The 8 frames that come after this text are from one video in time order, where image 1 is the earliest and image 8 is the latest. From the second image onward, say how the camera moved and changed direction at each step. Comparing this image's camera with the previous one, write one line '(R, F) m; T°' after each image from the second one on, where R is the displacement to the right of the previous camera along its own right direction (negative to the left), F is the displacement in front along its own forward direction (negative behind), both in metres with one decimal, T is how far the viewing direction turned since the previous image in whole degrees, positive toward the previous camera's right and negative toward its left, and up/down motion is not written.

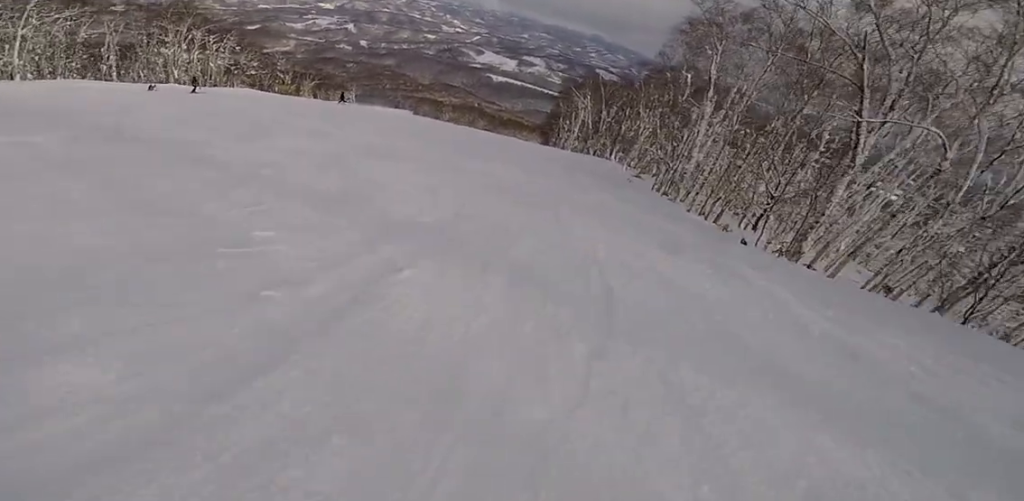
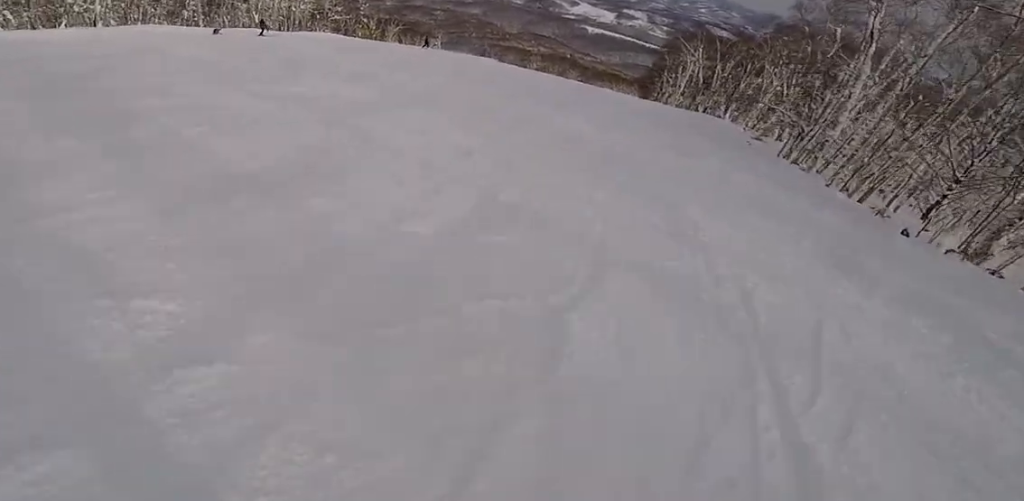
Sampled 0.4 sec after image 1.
(-0.9, +3.4) m; -7°
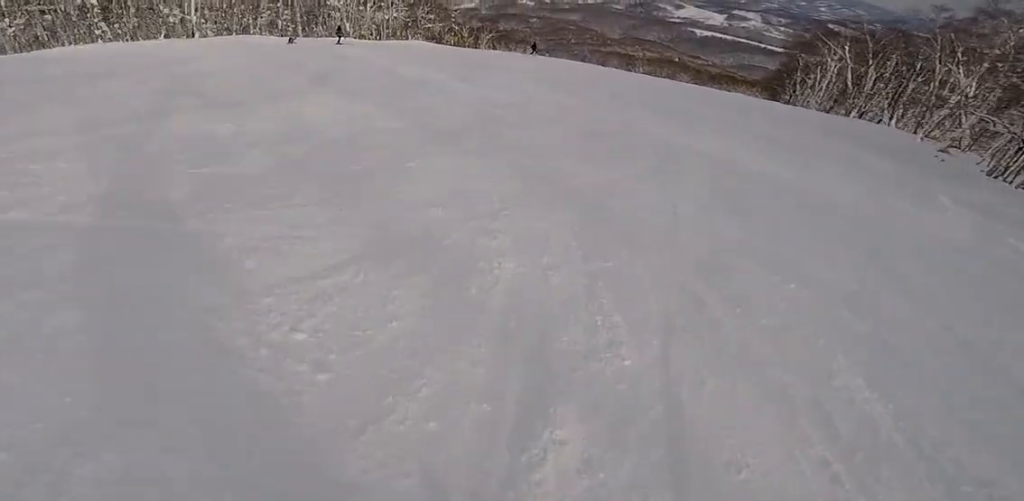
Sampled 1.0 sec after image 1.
(-0.7, +5.0) m; -6°
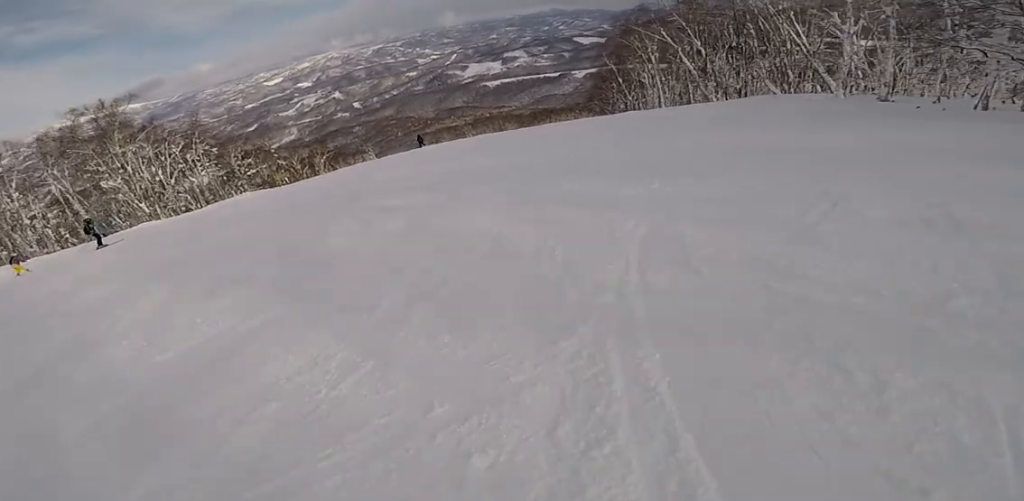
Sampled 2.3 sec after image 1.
(+1.0, +10.7) m; +17°
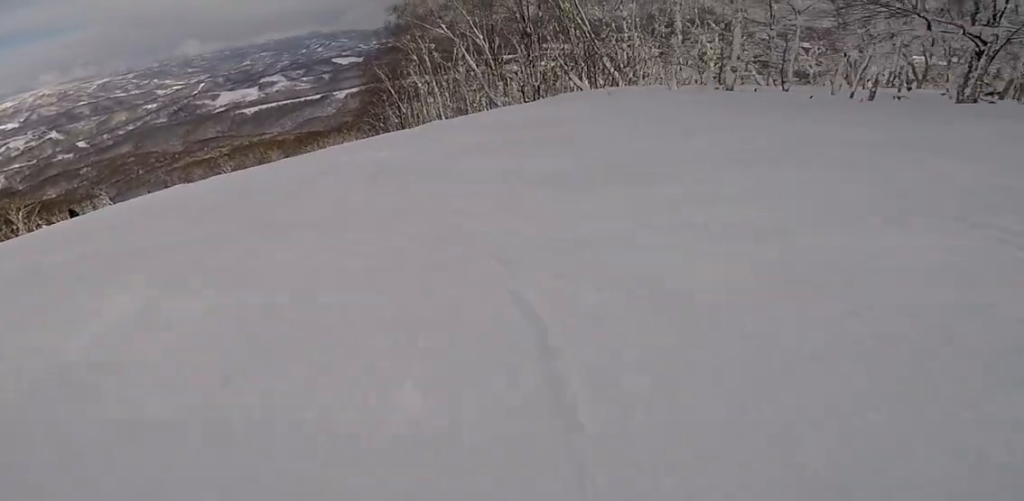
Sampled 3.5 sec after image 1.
(+2.1, +9.3) m; +13°
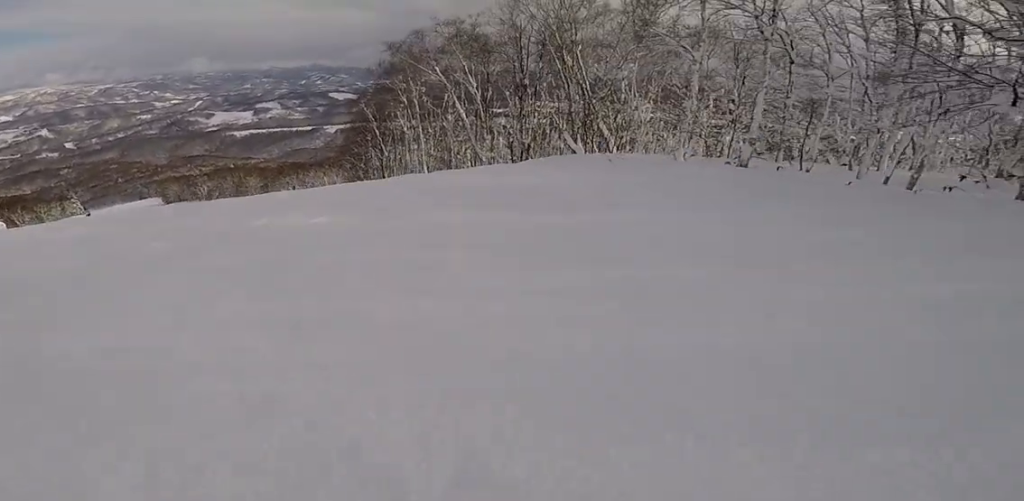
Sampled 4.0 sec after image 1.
(+0.3, +3.1) m; -2°
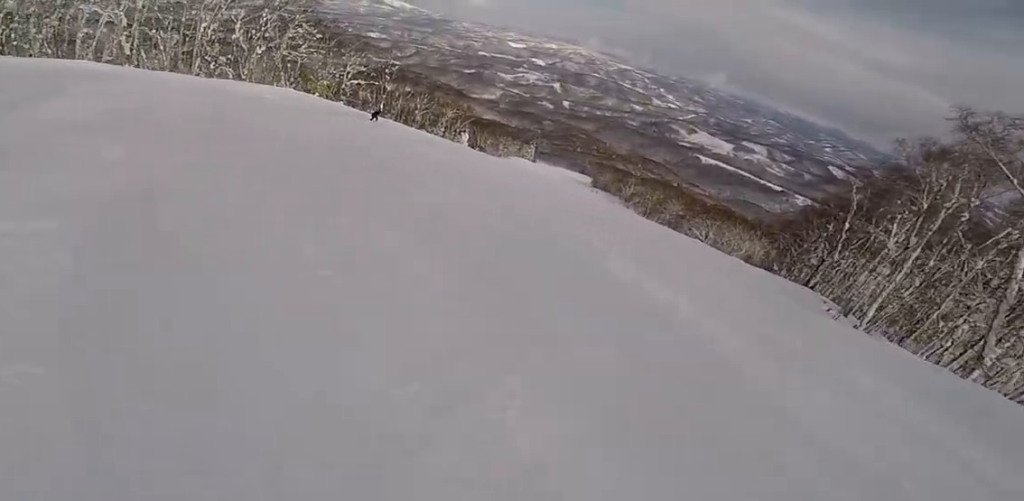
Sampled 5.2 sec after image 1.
(-1.7, +6.7) m; -27°
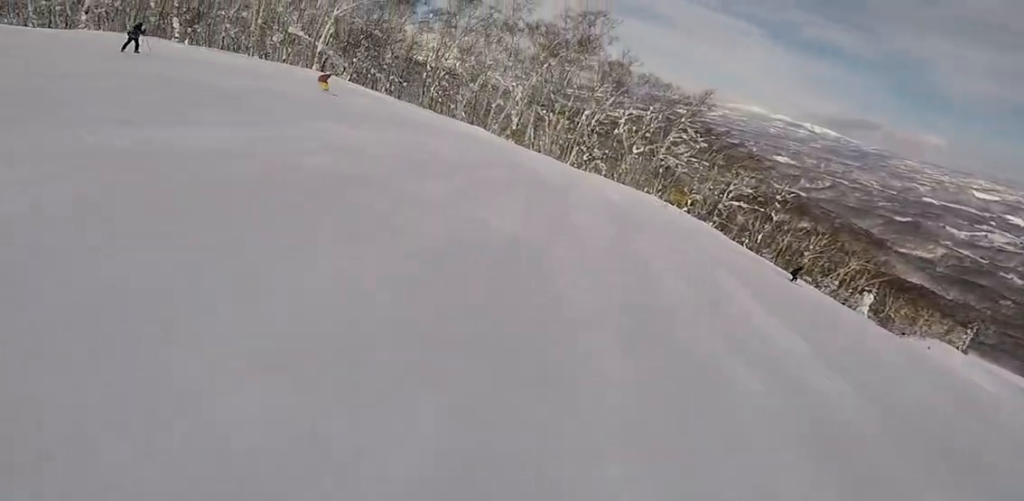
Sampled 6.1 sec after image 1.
(-0.5, +3.3) m; -22°
